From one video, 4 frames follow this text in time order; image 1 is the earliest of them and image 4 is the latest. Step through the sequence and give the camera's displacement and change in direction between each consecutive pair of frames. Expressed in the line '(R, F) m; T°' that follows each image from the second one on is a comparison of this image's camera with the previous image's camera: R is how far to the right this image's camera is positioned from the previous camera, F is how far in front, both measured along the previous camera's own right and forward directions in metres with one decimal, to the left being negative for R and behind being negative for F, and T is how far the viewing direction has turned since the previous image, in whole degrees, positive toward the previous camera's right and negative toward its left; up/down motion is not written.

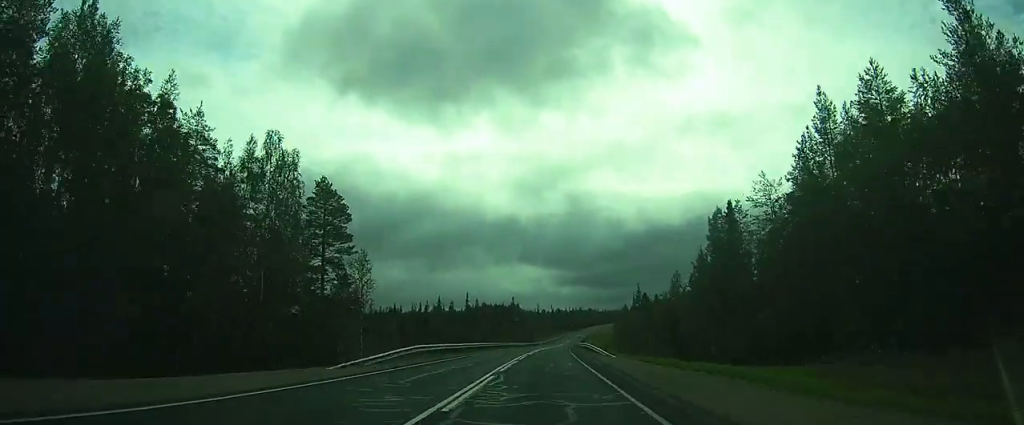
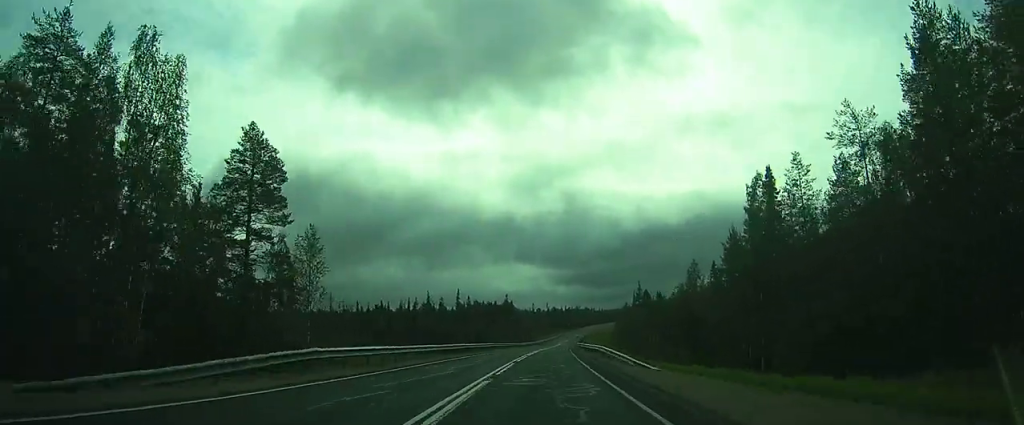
(0.0, +13.3) m; 0°
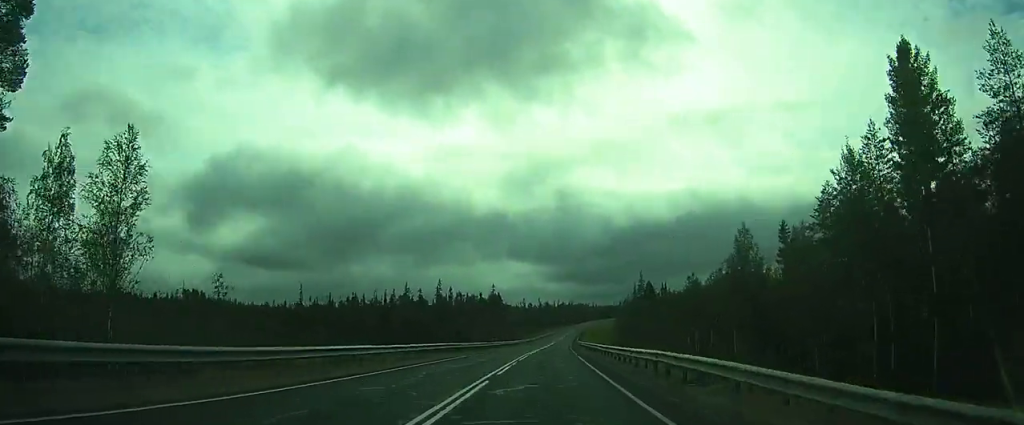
(+0.1, +23.6) m; +1°
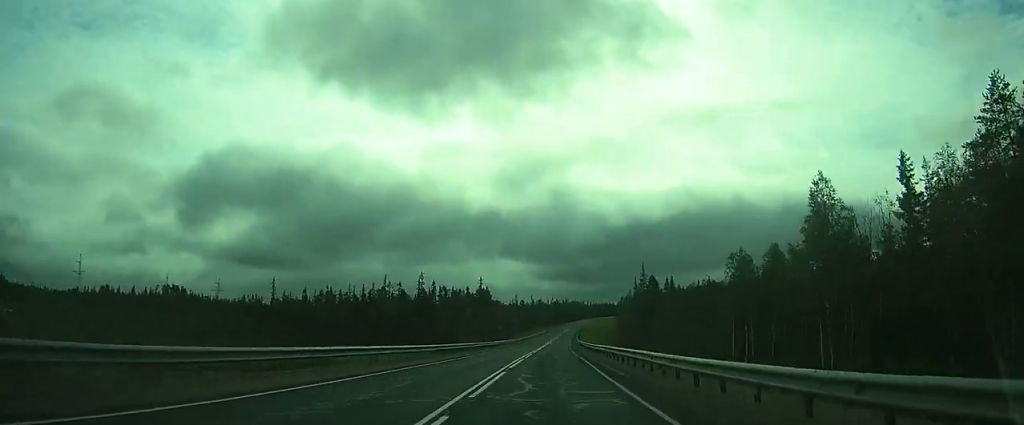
(+0.1, +18.5) m; +1°
